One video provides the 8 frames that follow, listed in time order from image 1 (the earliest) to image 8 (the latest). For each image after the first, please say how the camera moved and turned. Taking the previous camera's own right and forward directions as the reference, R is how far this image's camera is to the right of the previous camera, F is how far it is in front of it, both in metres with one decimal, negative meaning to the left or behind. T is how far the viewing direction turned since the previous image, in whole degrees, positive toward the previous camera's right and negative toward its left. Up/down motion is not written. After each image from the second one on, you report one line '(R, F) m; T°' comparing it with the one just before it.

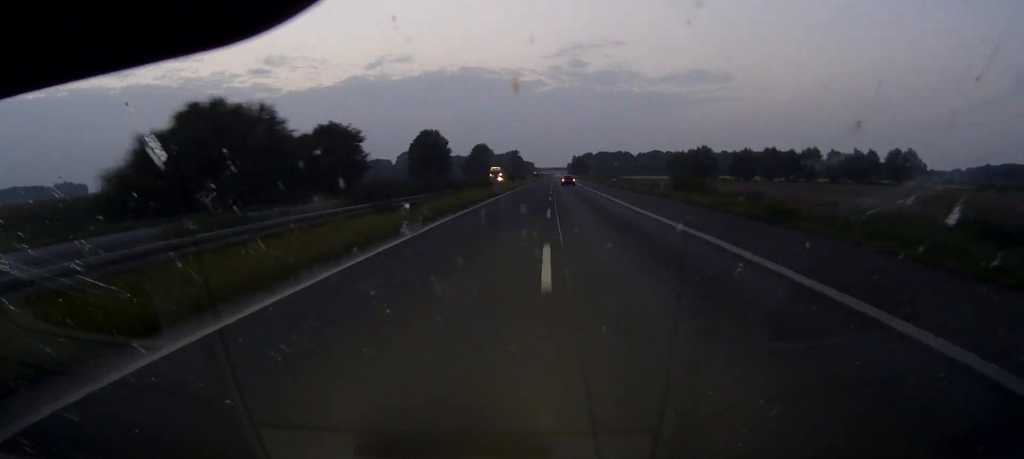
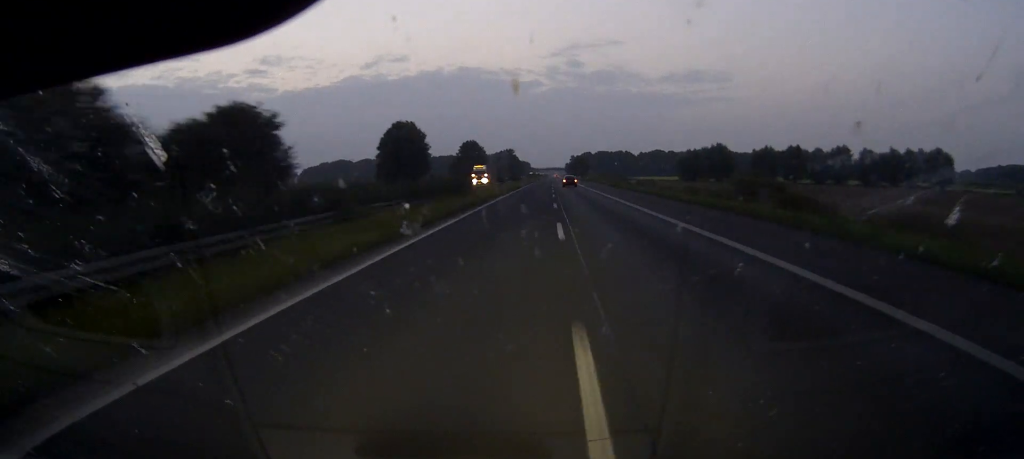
(+0.1, +26.2) m; 0°
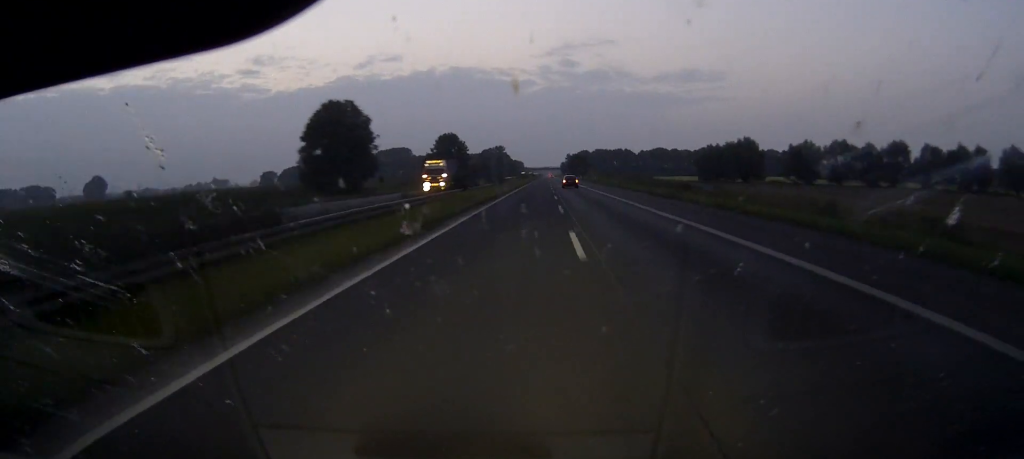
(+0.1, +38.5) m; 0°
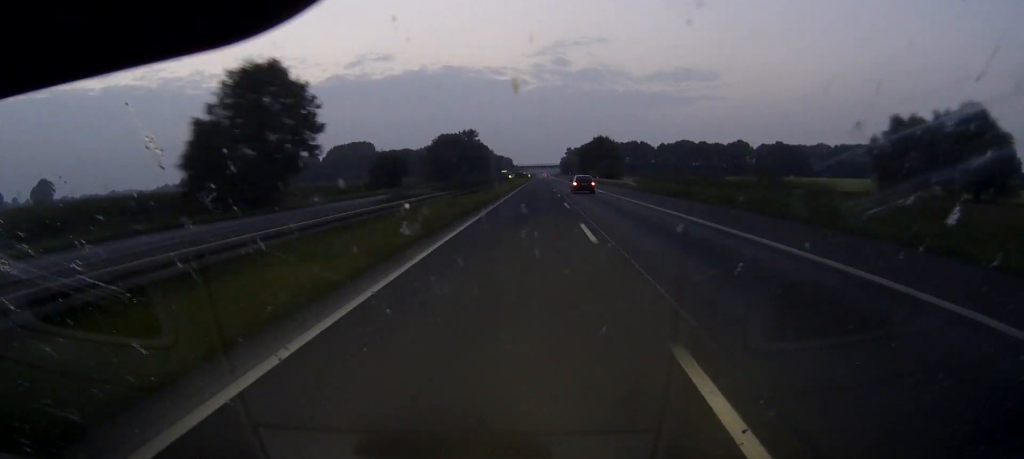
(+0.5, +116.2) m; 0°
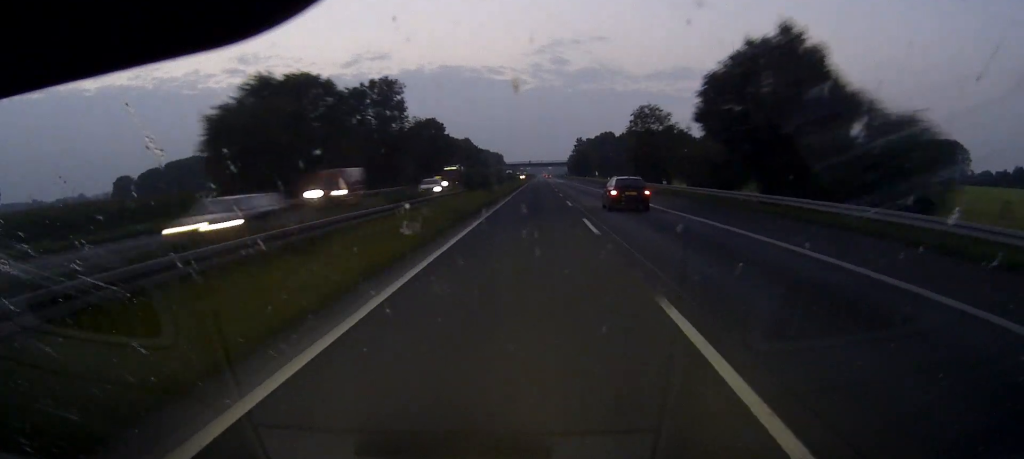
(-0.1, +117.3) m; 0°
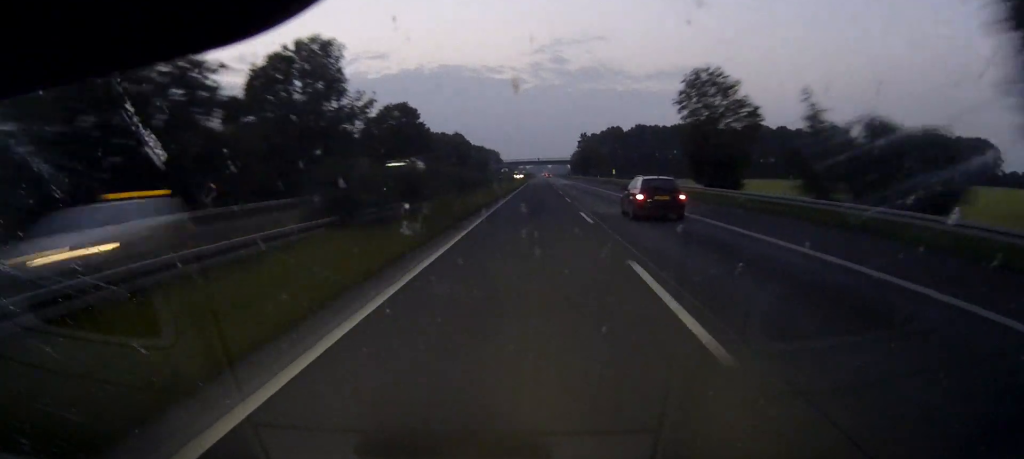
(0.0, +30.3) m; 0°
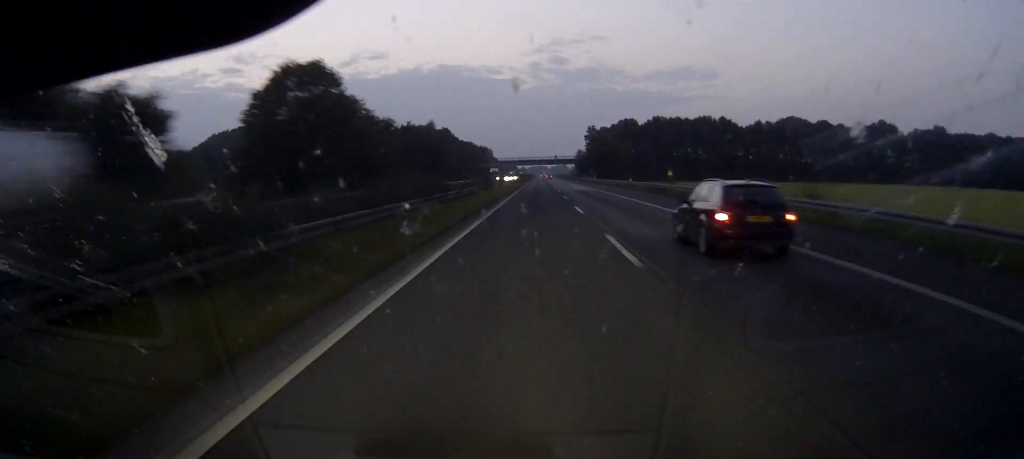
(0.0, +44.7) m; 0°
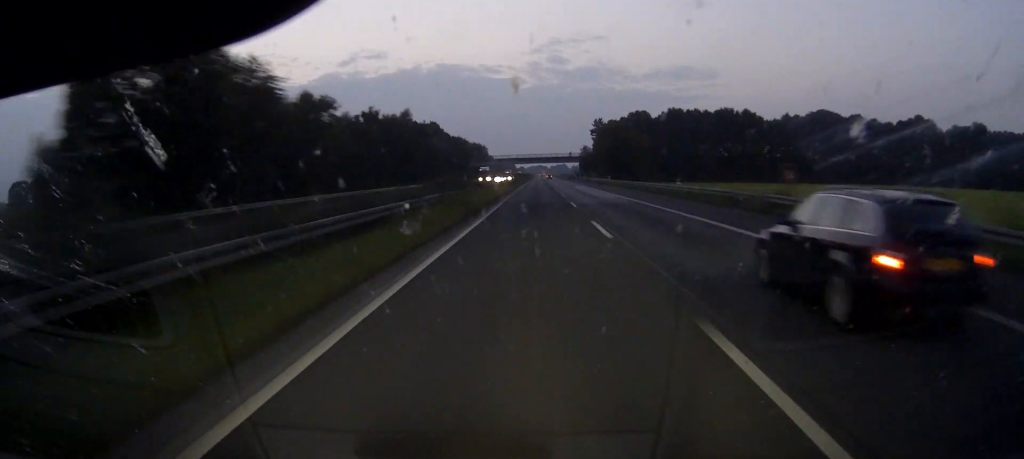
(0.0, +28.6) m; 0°
